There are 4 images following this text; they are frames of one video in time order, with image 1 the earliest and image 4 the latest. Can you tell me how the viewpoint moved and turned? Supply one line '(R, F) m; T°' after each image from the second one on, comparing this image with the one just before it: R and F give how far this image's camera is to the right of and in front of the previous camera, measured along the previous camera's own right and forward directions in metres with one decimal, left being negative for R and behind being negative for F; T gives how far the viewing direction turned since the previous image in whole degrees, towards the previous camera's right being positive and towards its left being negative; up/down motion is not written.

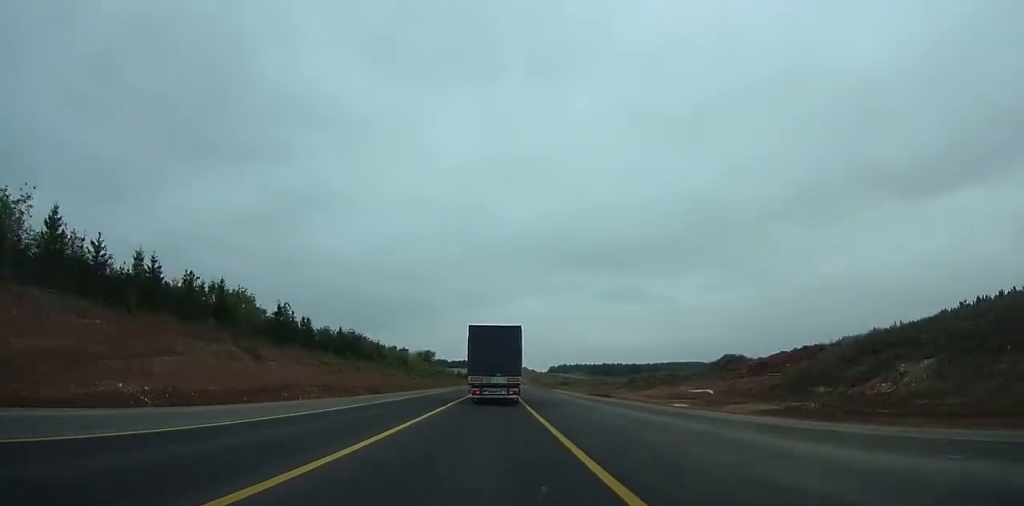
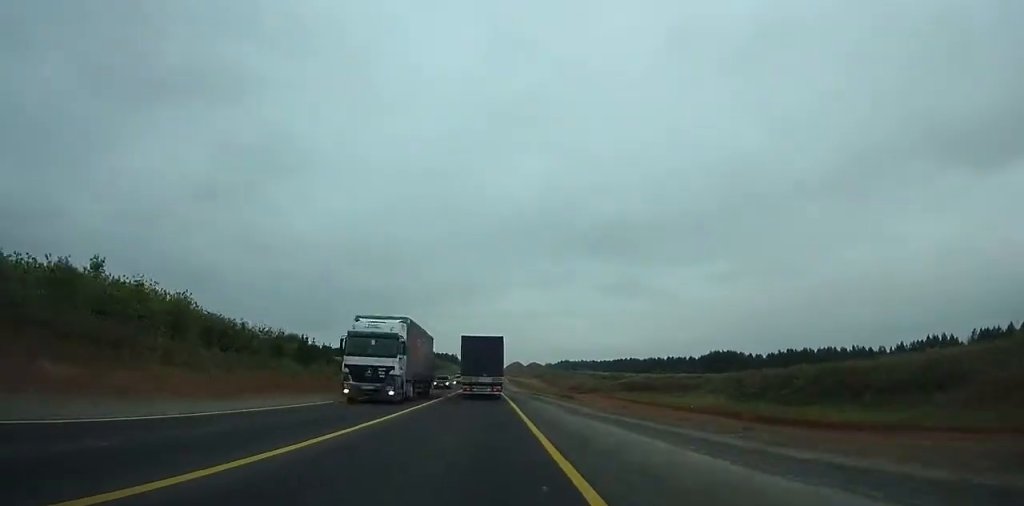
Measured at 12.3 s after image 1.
(+5.8, +266.2) m; +1°
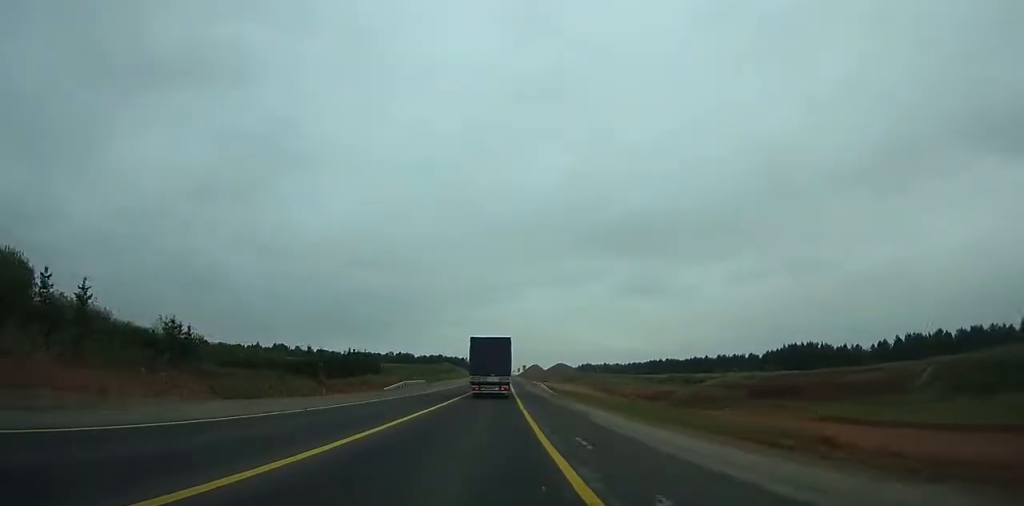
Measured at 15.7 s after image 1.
(-0.3, +73.1) m; -1°
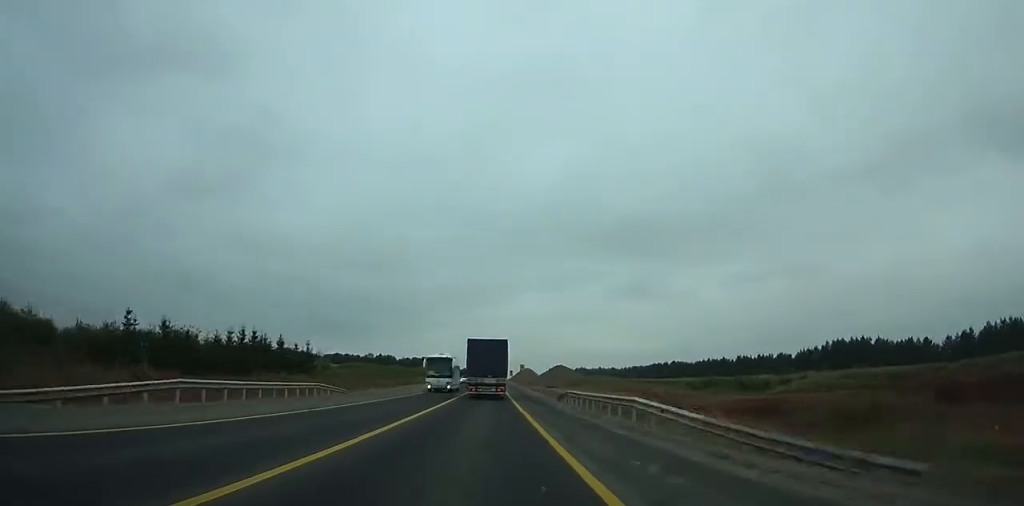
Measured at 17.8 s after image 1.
(-0.2, +45.0) m; 0°
